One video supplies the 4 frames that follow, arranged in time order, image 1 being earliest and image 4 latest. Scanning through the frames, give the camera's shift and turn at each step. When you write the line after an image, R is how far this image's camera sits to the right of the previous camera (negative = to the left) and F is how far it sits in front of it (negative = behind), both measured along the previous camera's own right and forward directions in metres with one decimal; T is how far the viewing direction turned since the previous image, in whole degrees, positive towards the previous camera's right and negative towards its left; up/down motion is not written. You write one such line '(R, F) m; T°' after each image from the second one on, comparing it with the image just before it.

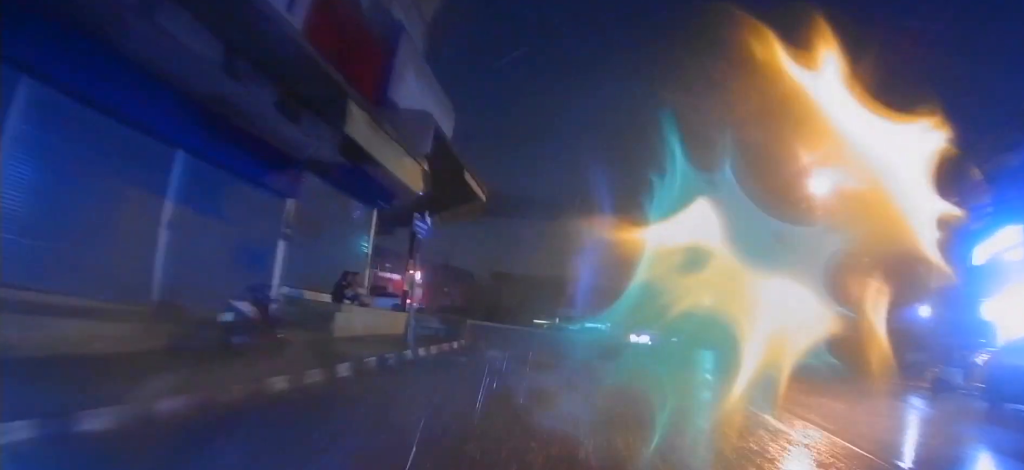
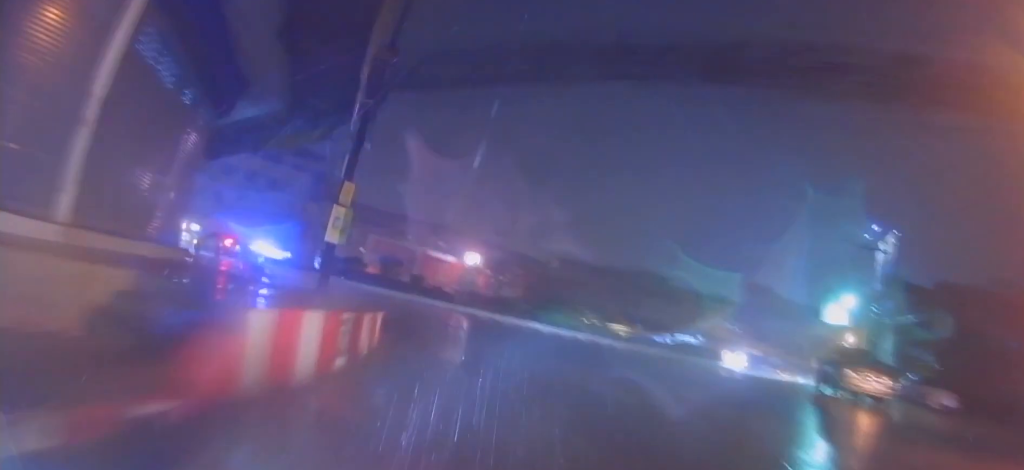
(-0.5, +13.7) m; -11°
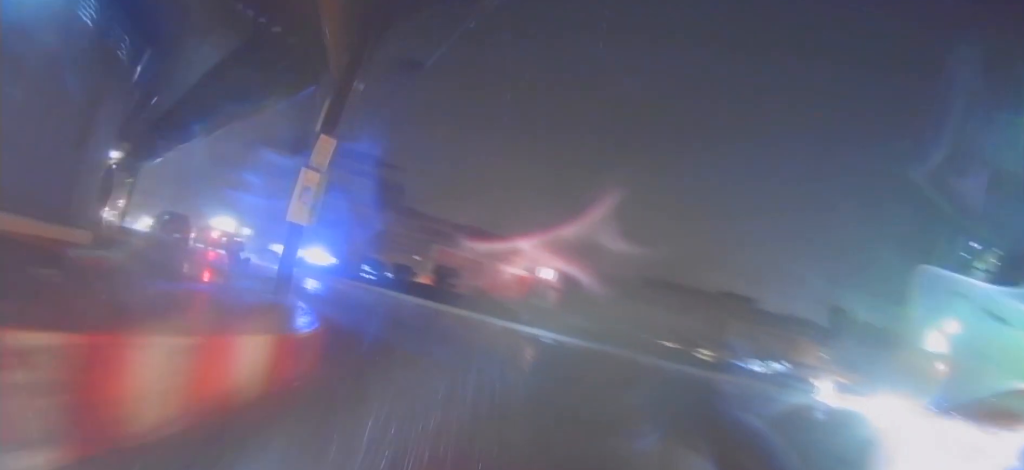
(-0.4, +4.7) m; -15°
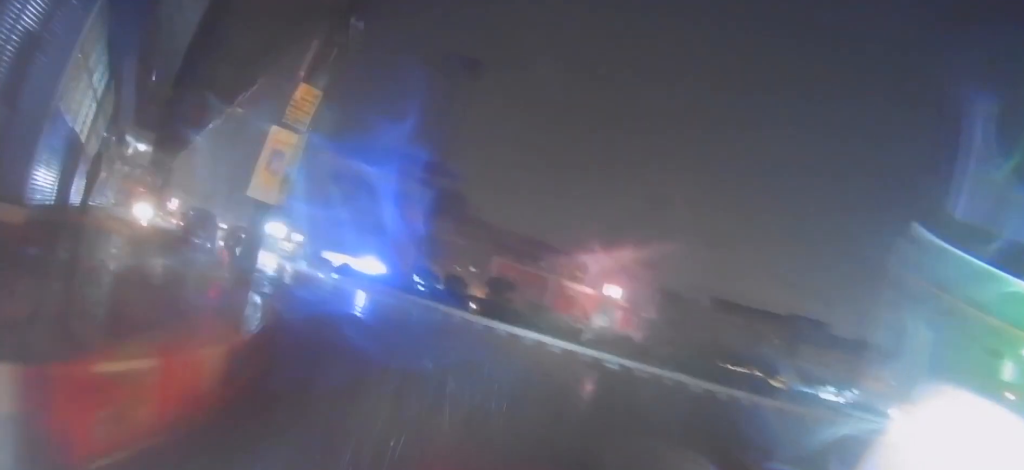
(-0.1, +2.8) m; -12°
